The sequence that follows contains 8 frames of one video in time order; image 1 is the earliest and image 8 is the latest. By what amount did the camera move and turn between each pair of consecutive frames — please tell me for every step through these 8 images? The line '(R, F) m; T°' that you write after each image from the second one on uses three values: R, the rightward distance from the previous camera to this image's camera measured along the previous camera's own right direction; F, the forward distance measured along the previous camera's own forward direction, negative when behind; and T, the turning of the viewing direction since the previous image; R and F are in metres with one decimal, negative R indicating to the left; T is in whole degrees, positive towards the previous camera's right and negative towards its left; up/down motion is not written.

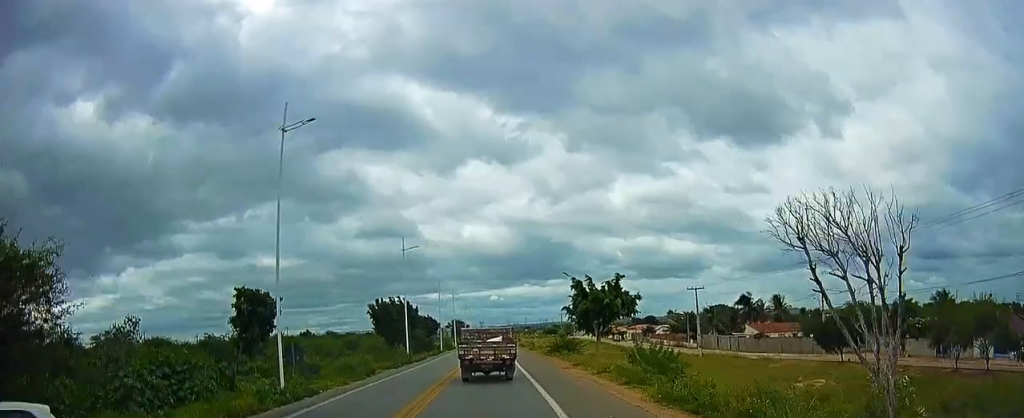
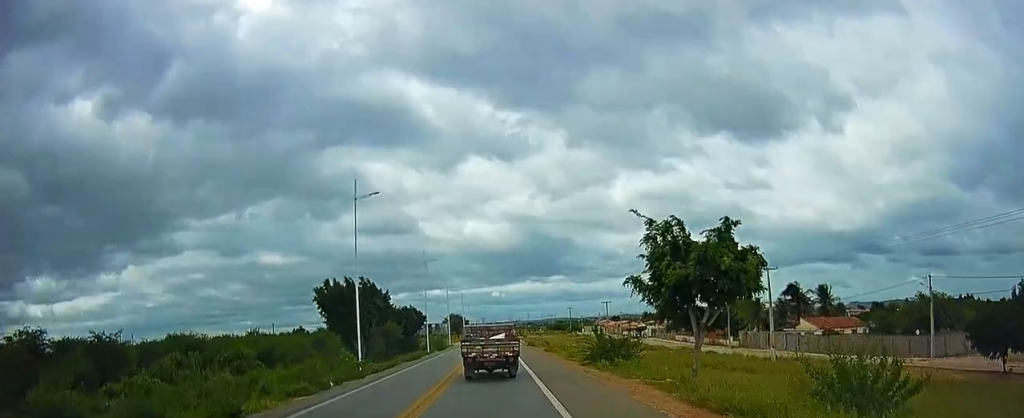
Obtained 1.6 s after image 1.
(-0.2, +20.5) m; +1°
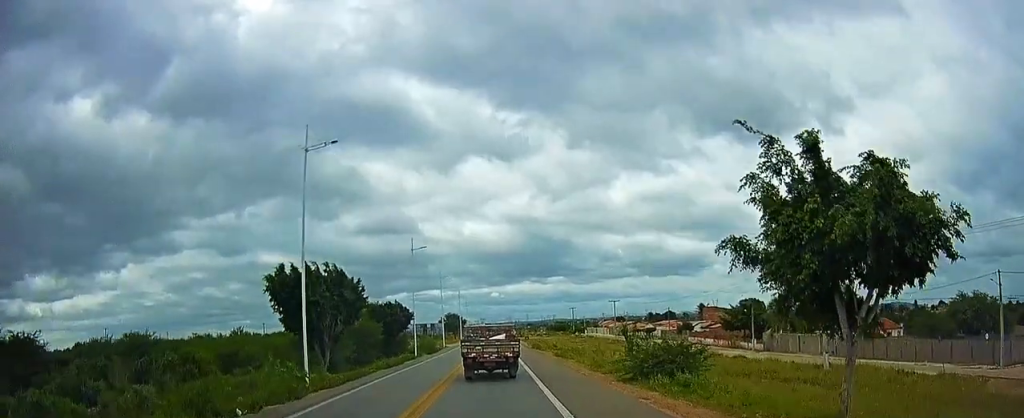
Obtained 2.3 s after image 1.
(+0.2, +10.1) m; +1°
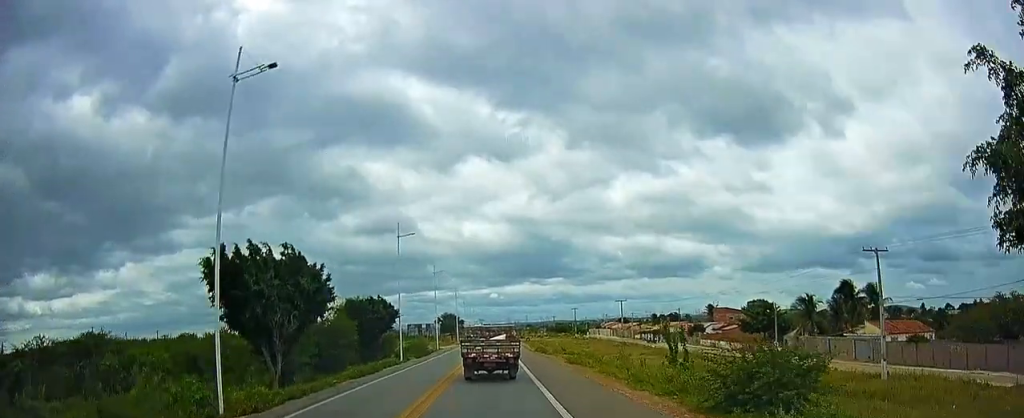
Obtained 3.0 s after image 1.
(0.0, +8.3) m; -1°
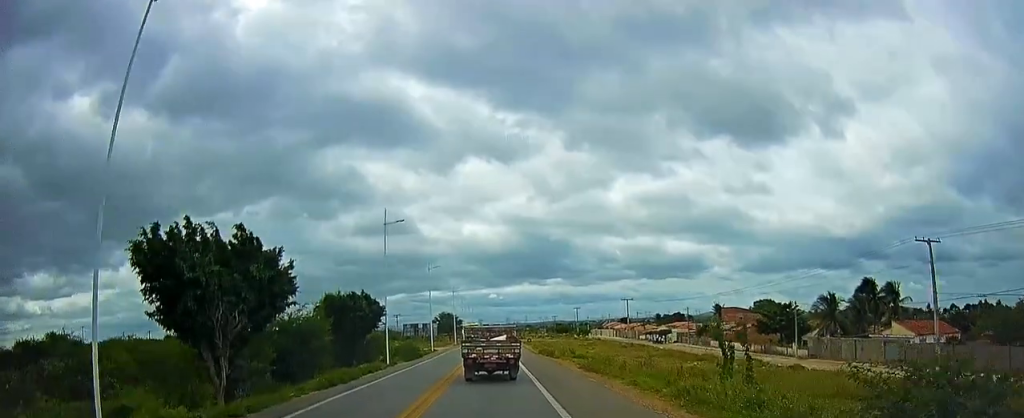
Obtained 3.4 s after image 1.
(-0.1, +6.2) m; 0°
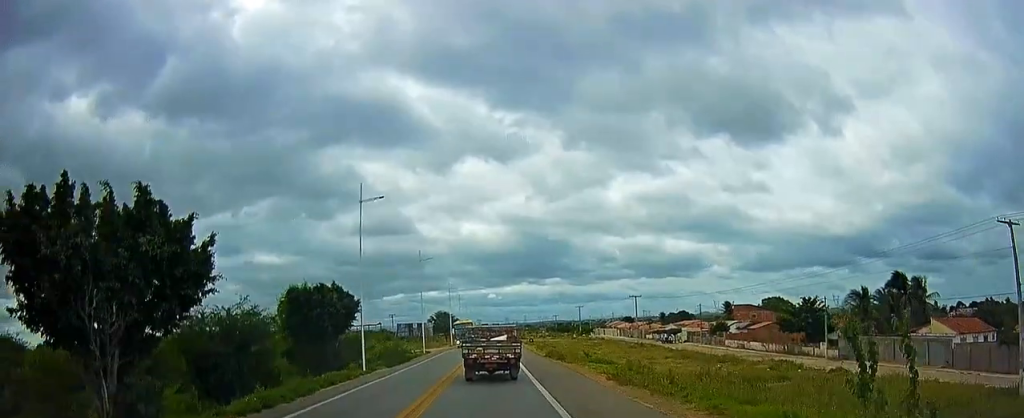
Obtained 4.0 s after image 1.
(0.0, +7.9) m; -1°
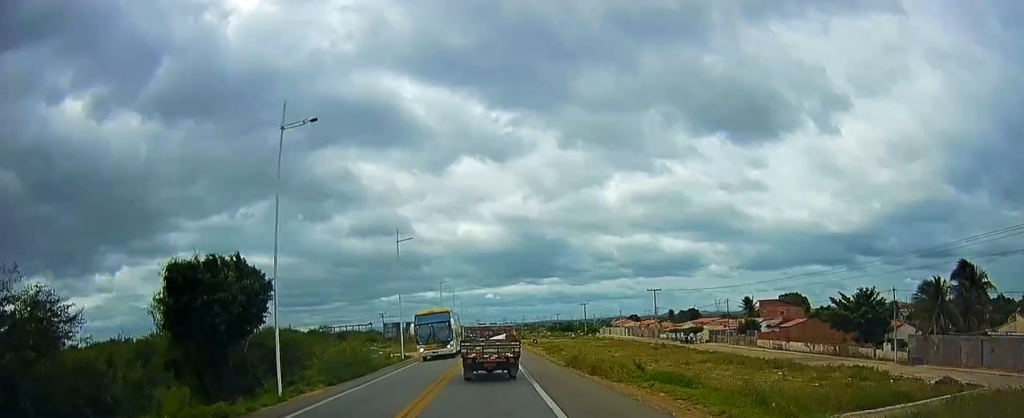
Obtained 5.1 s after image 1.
(-0.1, +14.4) m; 0°
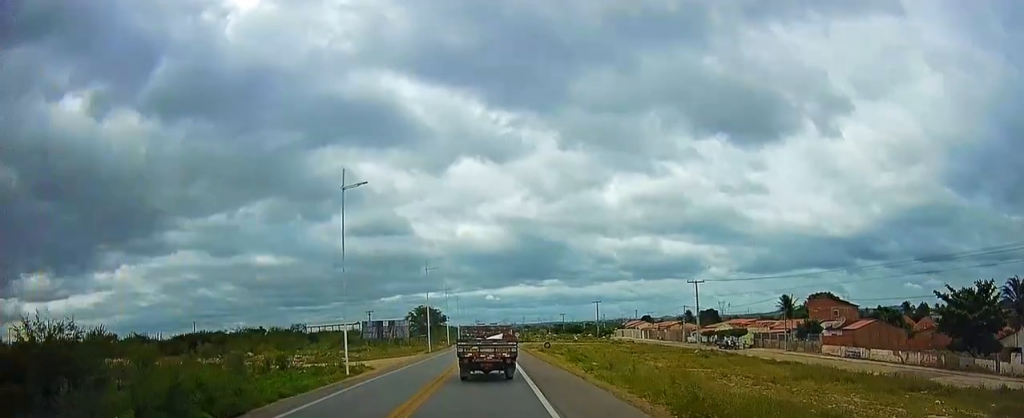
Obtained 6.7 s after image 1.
(+0.3, +20.0) m; +2°
